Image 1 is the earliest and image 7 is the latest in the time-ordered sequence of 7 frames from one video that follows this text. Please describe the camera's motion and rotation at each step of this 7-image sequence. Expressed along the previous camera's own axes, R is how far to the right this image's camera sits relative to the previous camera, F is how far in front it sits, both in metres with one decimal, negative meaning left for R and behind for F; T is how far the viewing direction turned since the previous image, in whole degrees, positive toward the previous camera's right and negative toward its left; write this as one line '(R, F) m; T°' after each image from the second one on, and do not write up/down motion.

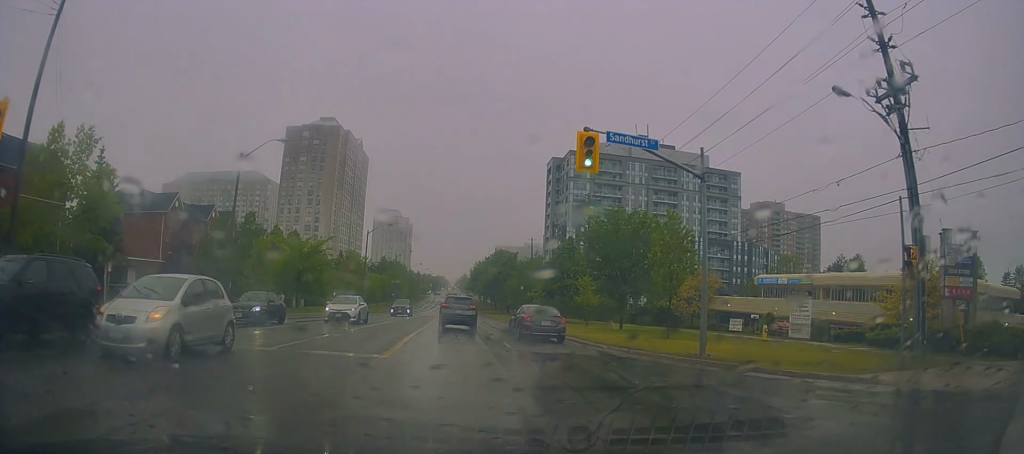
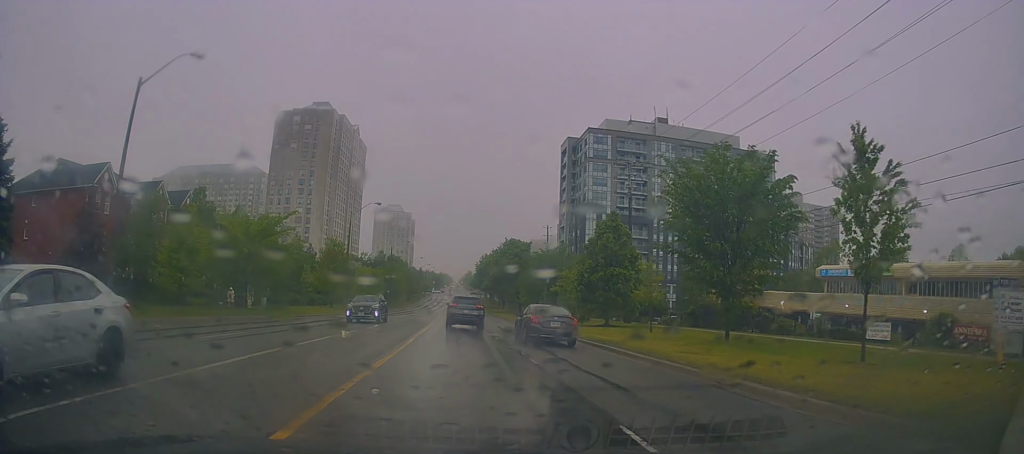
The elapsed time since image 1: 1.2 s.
(+0.1, +14.1) m; +1°
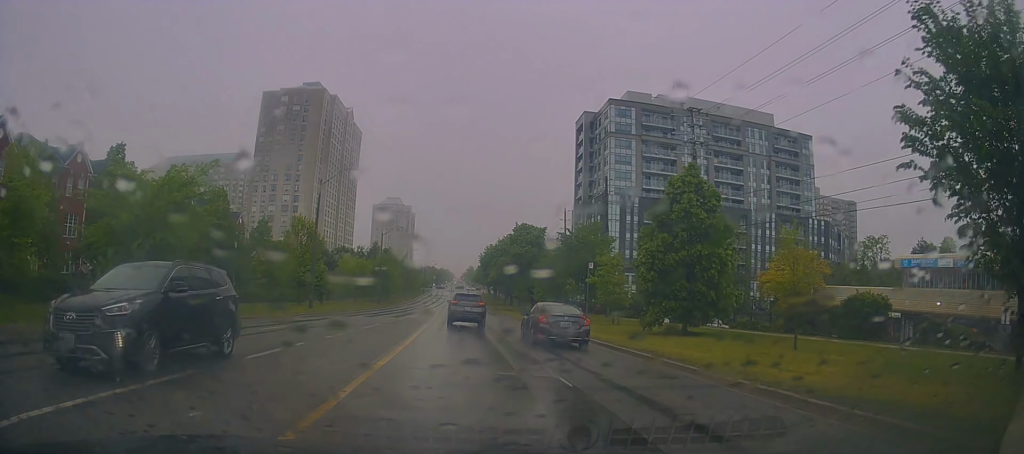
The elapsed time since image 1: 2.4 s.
(0.0, +14.1) m; +1°
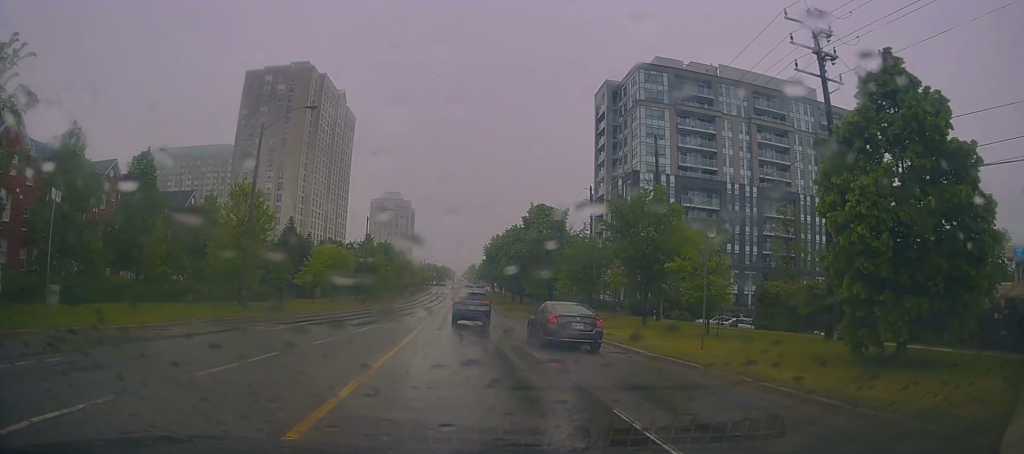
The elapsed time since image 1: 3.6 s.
(+0.1, +14.7) m; 0°
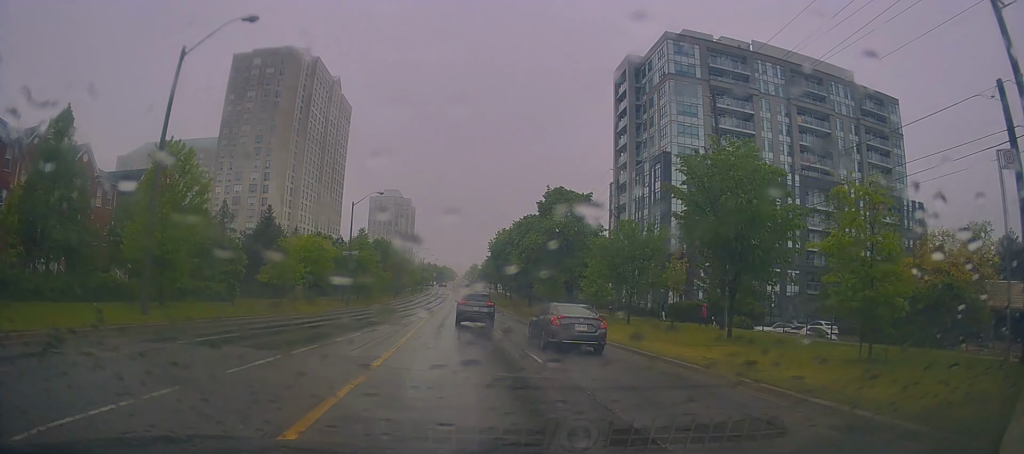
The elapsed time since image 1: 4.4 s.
(0.0, +10.8) m; -2°
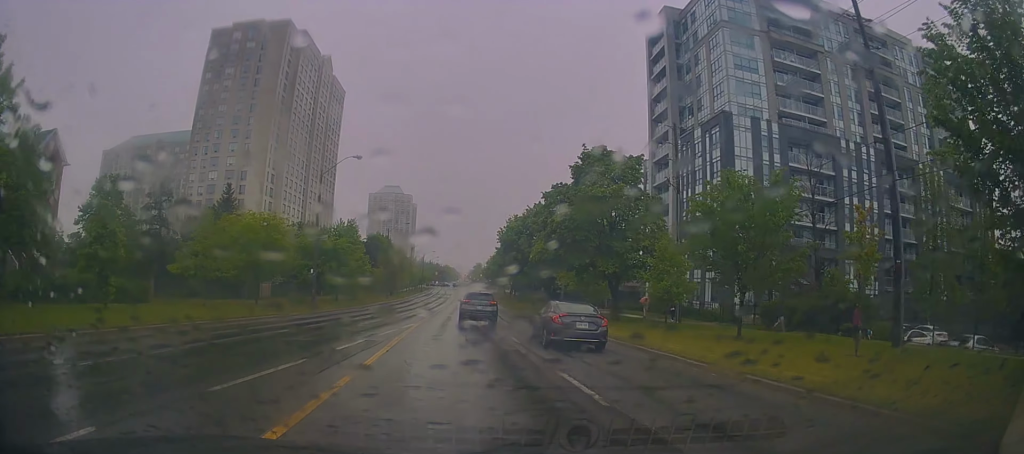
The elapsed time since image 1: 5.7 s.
(-0.6, +15.2) m; -2°
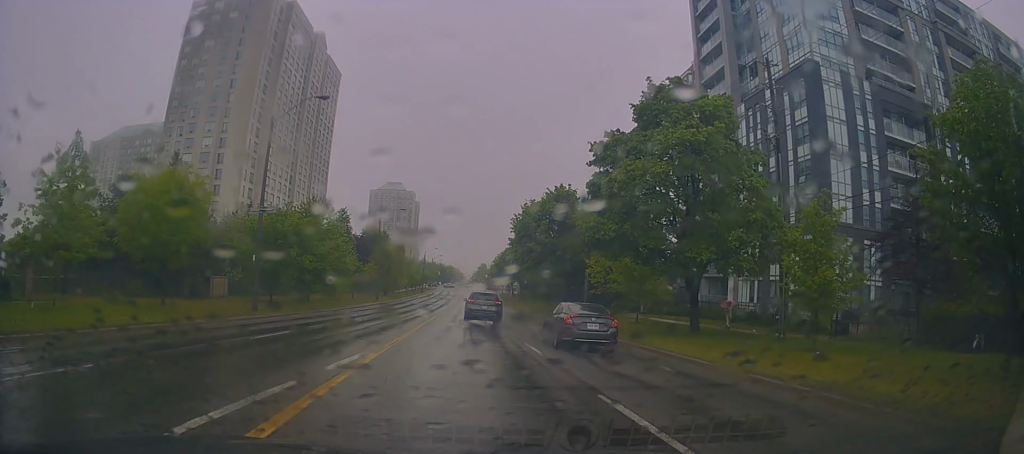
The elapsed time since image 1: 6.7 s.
(+0.2, +13.4) m; +2°
